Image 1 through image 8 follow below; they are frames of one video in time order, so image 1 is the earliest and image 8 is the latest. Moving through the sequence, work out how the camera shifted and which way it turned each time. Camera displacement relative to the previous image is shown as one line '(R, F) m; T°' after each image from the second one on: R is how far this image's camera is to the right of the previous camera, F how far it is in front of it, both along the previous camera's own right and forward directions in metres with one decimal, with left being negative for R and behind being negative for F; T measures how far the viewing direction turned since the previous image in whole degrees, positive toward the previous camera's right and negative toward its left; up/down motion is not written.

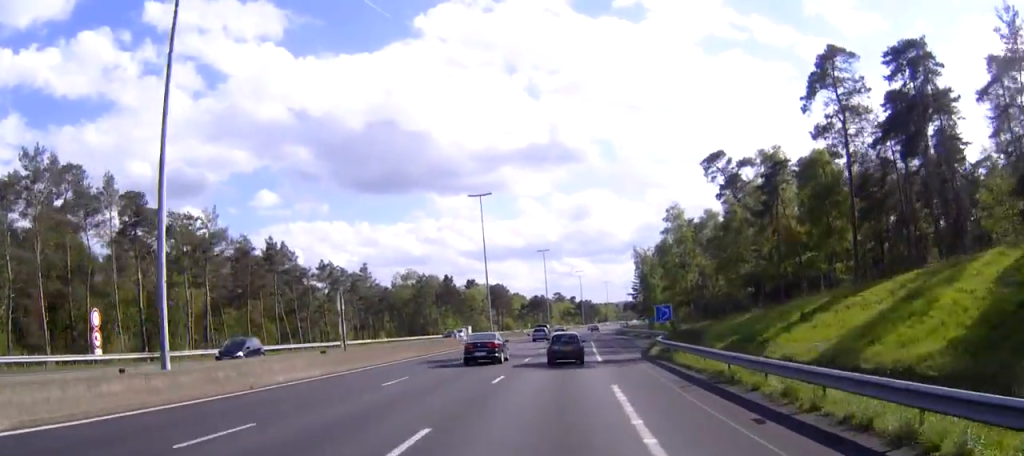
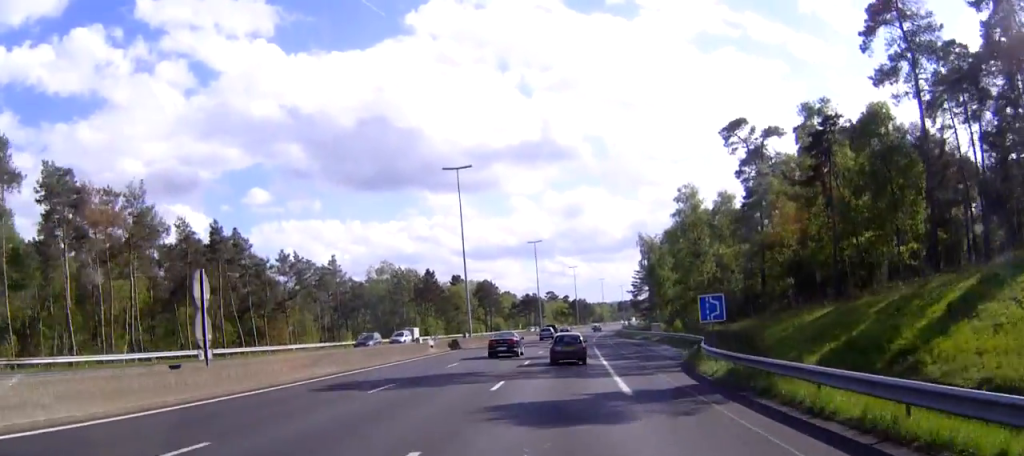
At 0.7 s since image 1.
(+0.1, +15.1) m; 0°
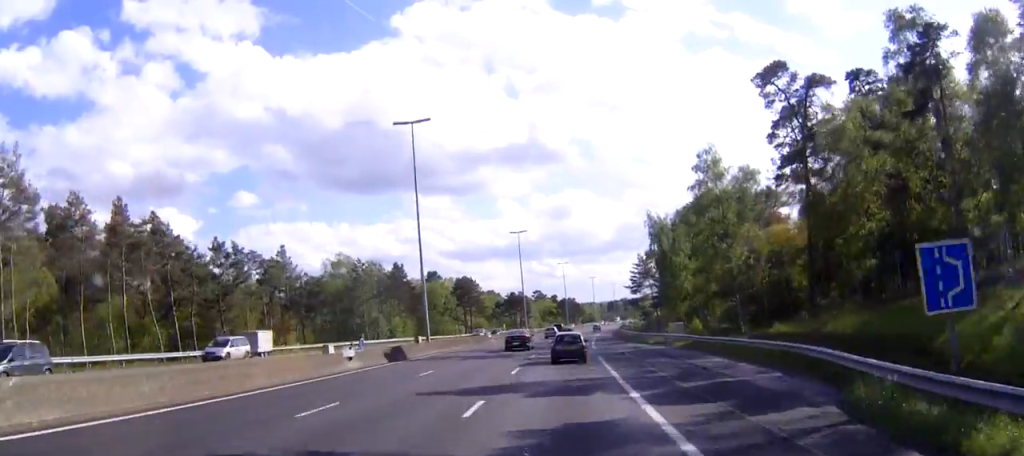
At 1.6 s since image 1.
(0.0, +18.8) m; +1°
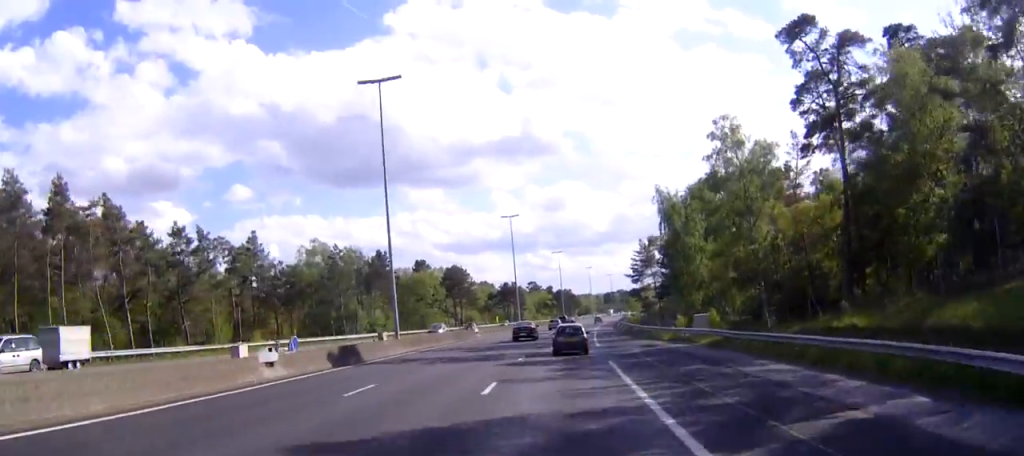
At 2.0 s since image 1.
(0.0, +9.5) m; 0°
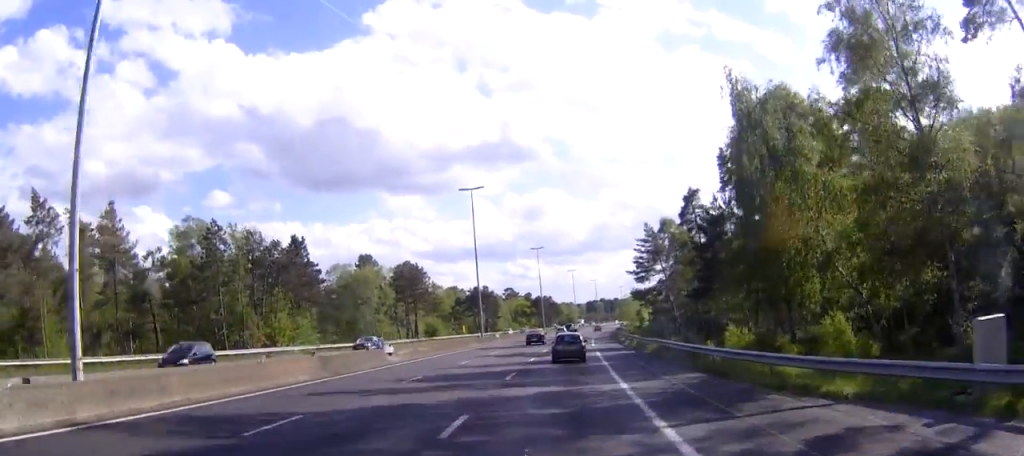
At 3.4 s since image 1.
(+0.3, +32.0) m; +1°
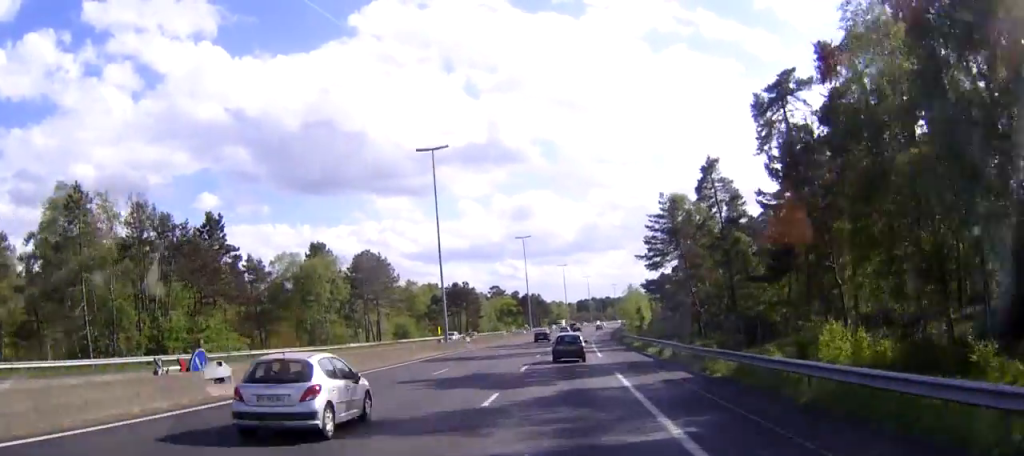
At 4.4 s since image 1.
(+0.2, +21.2) m; +1°
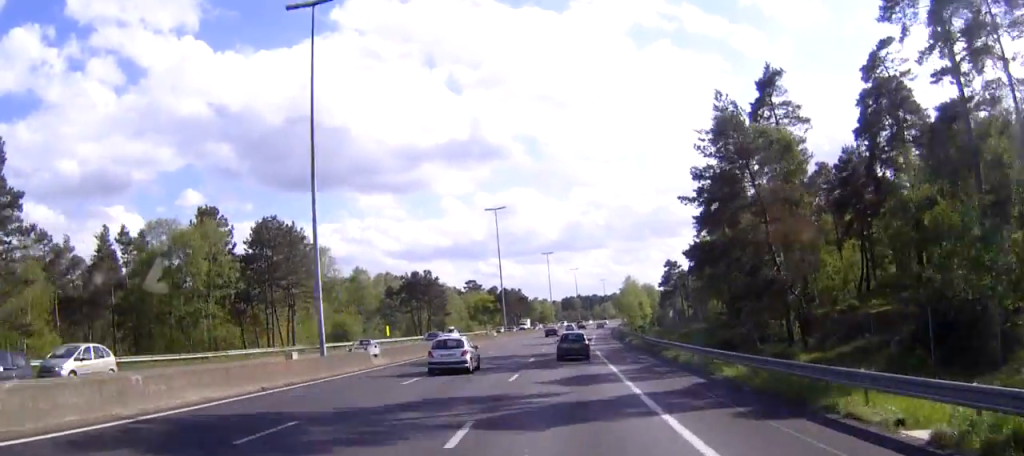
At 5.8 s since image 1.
(+0.4, +31.9) m; +1°
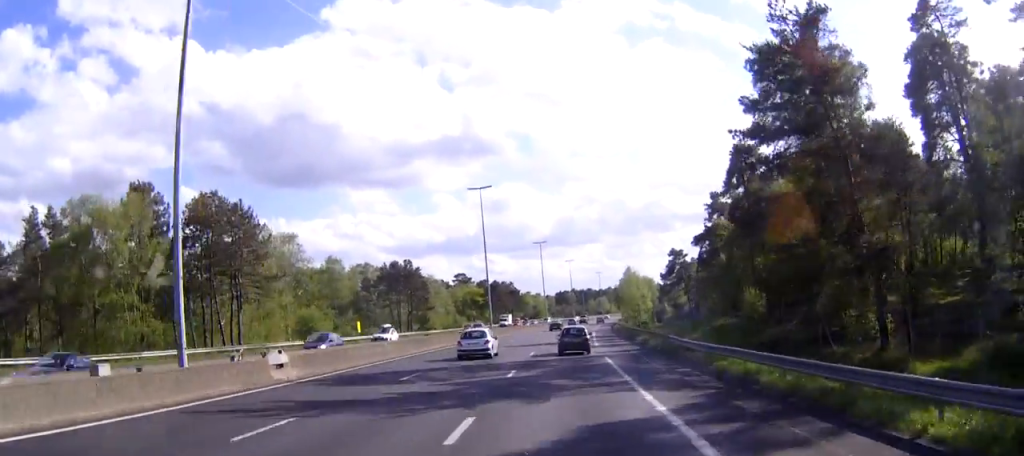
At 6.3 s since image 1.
(0.0, +13.1) m; 0°
